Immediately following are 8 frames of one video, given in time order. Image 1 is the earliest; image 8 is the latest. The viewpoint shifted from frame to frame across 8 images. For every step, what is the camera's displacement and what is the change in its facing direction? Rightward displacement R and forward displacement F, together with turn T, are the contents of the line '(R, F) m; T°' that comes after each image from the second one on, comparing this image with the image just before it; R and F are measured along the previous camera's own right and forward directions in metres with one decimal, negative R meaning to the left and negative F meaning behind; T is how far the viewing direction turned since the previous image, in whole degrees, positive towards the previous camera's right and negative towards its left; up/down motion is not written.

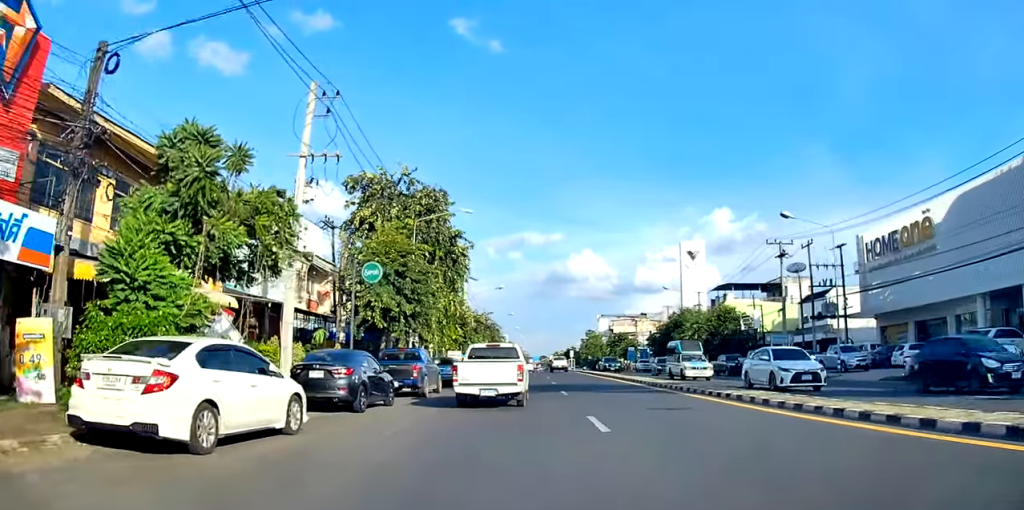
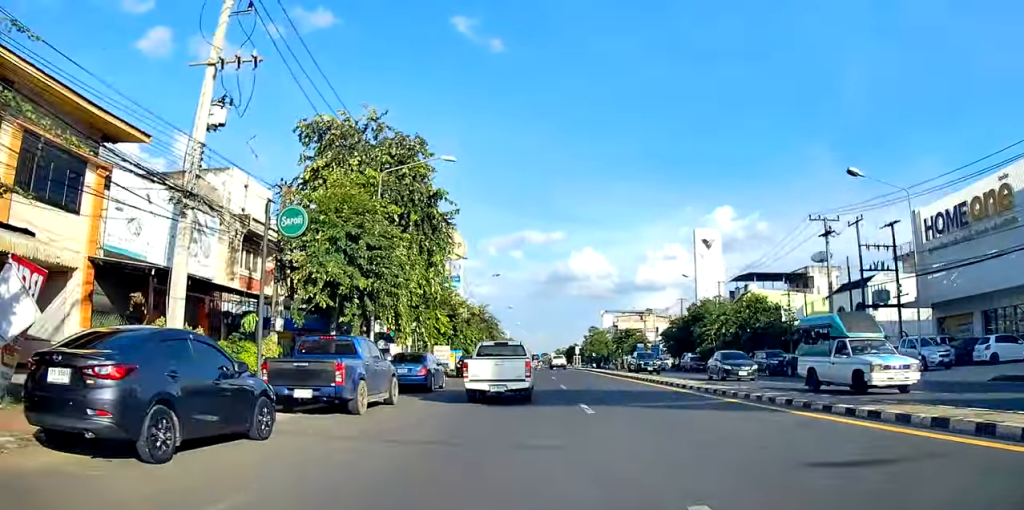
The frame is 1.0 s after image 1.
(+0.4, +8.8) m; 0°
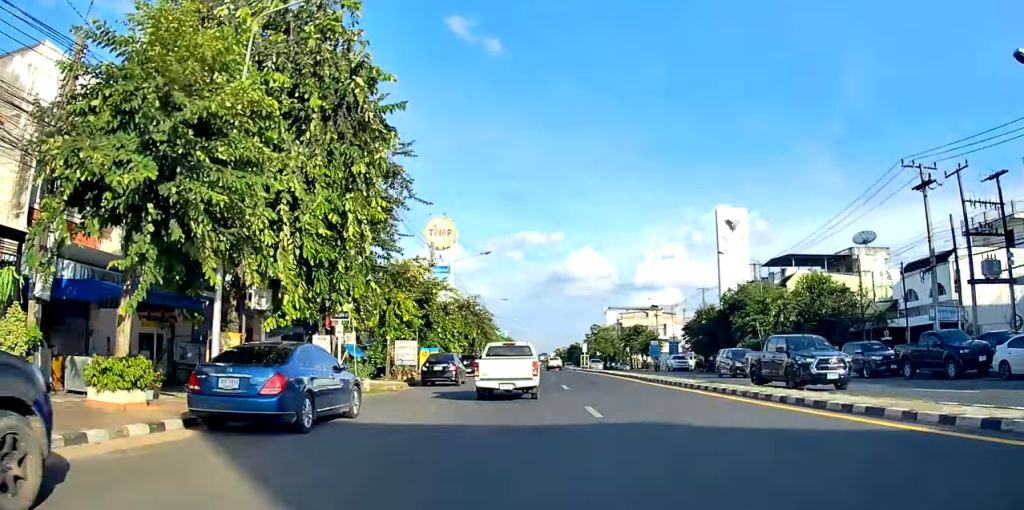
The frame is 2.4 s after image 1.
(-0.6, +13.2) m; -3°
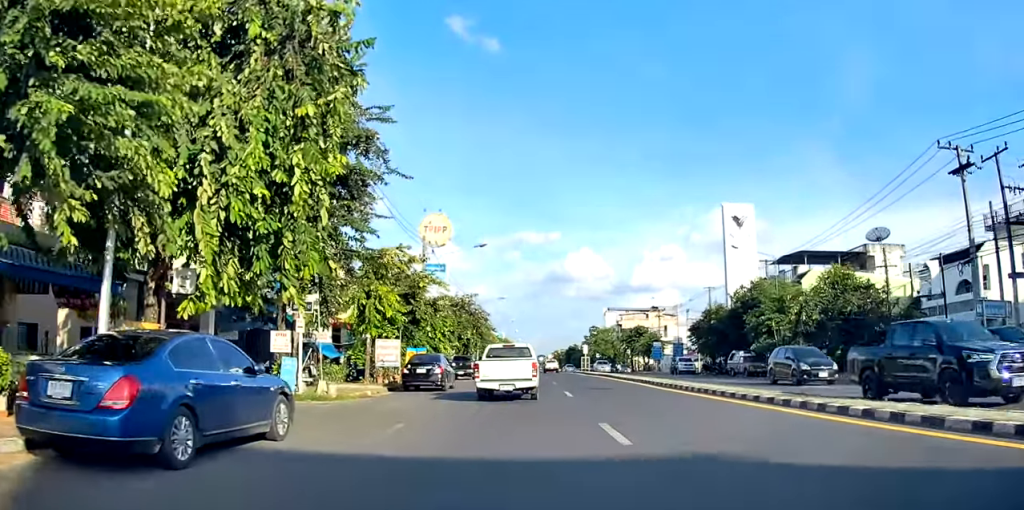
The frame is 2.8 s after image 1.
(0.0, +3.8) m; 0°
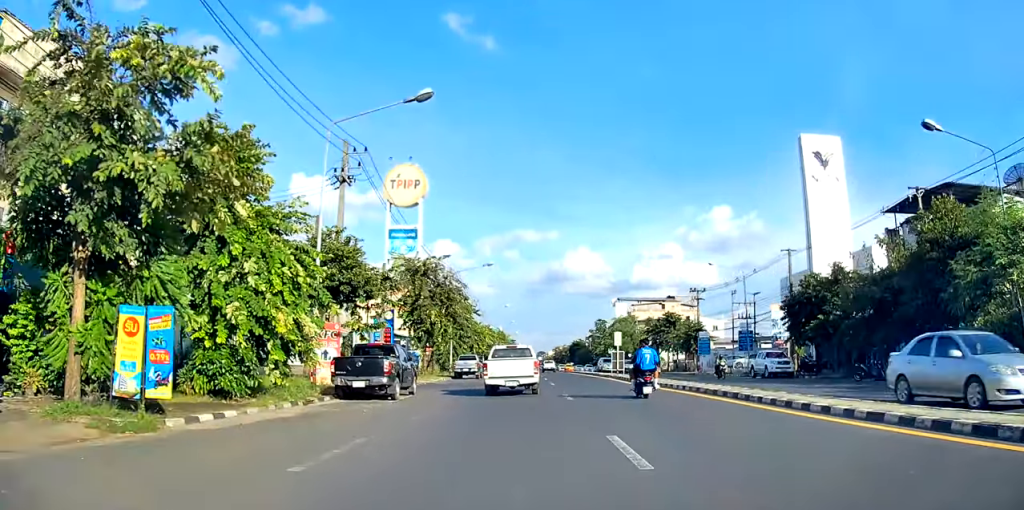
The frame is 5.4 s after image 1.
(0.0, +26.0) m; 0°
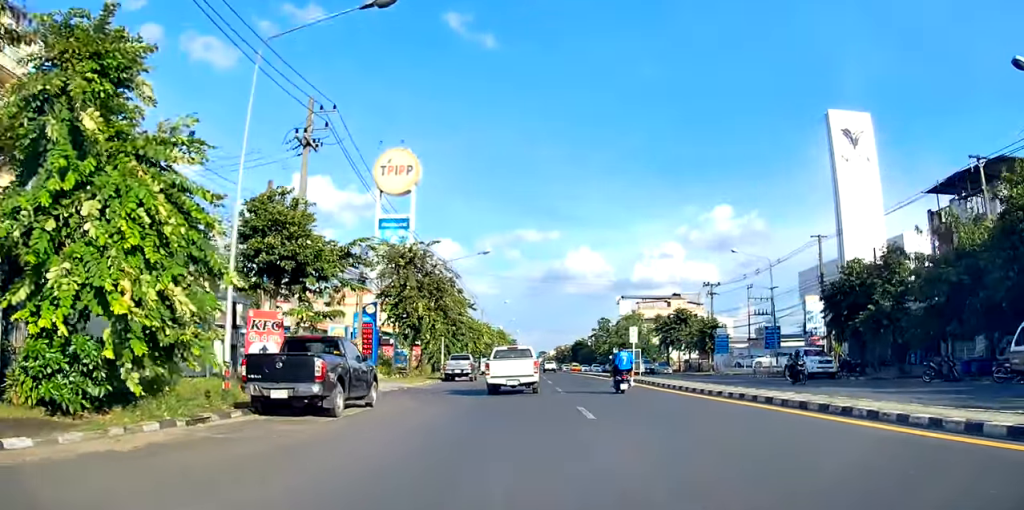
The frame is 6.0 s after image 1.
(0.0, +5.8) m; 0°
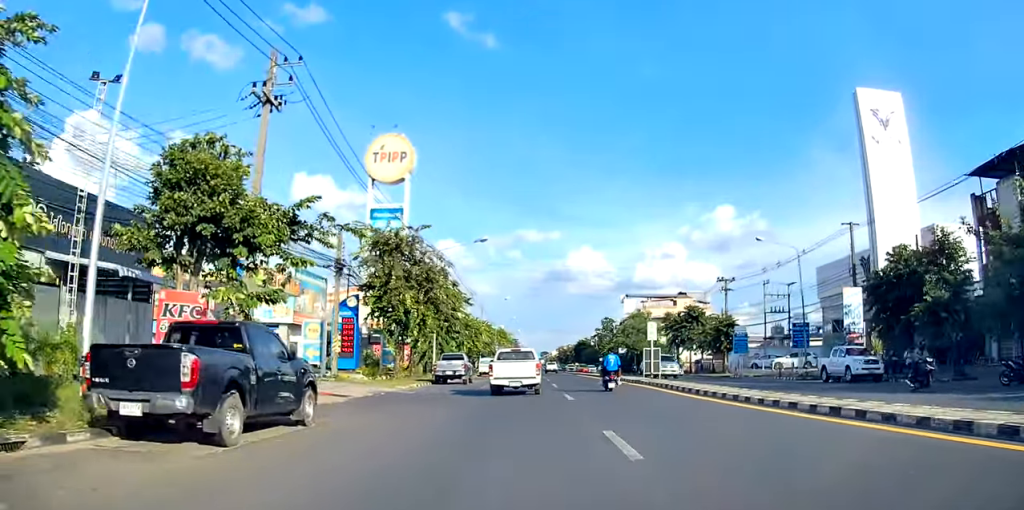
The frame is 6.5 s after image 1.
(0.0, +5.2) m; 0°
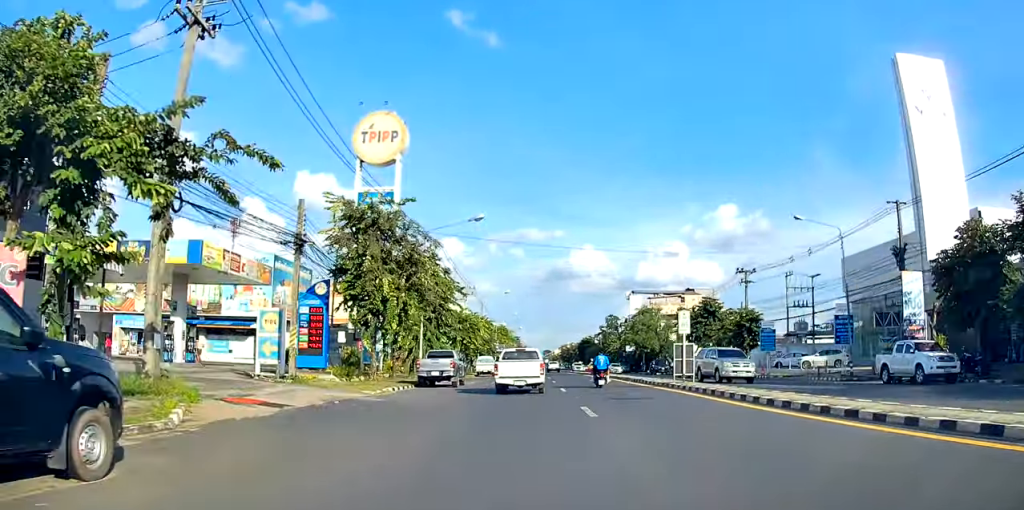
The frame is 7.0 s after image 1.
(0.0, +6.2) m; 0°
